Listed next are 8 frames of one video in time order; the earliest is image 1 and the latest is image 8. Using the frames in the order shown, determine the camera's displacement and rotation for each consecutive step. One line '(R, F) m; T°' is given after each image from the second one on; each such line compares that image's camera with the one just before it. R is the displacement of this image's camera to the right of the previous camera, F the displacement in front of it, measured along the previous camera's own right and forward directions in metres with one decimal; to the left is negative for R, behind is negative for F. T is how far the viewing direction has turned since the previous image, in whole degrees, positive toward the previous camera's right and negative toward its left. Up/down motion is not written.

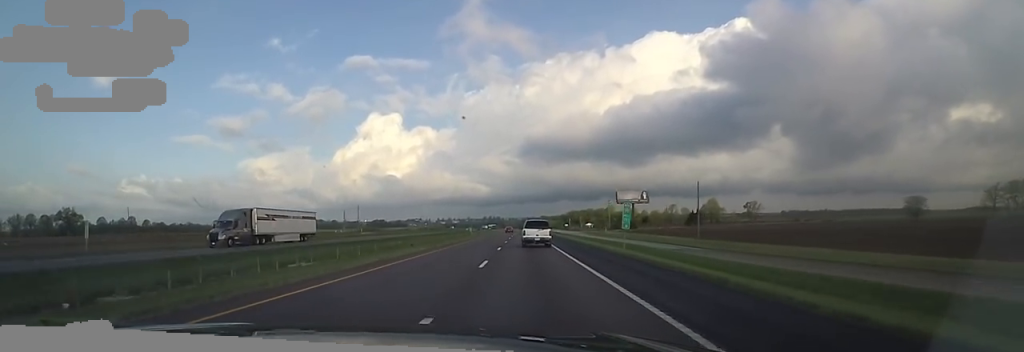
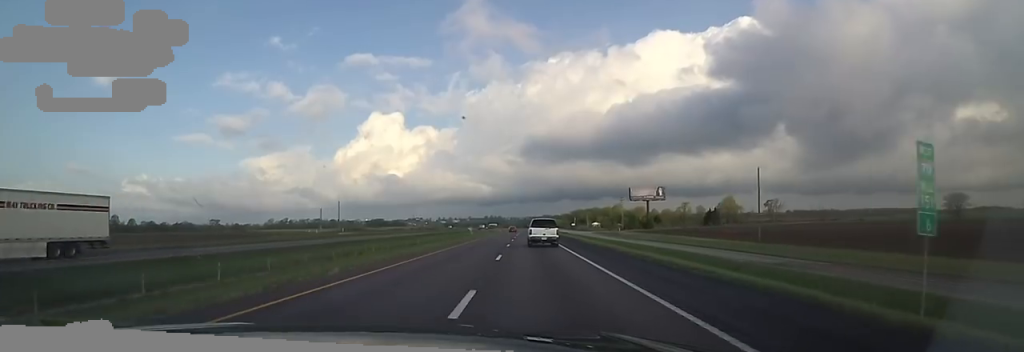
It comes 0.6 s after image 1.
(+0.2, +21.9) m; 0°
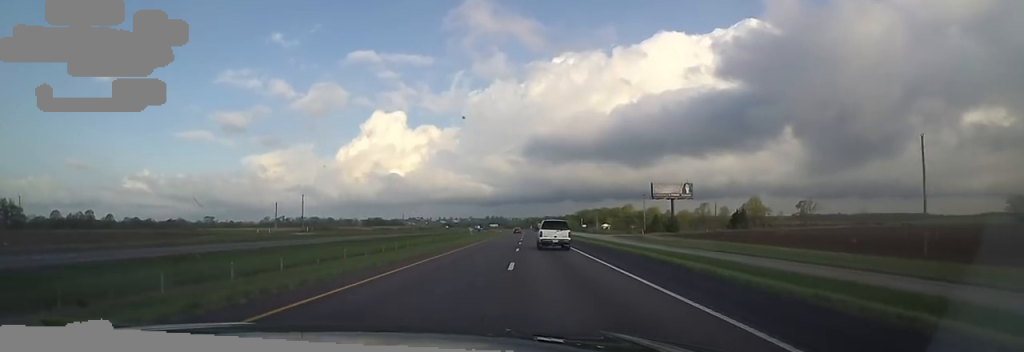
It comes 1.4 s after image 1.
(-0.1, +29.3) m; -2°
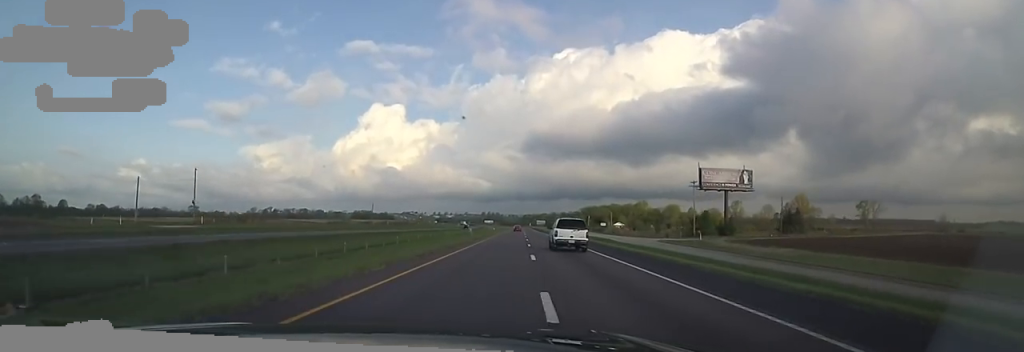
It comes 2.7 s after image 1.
(-1.5, +45.7) m; -1°
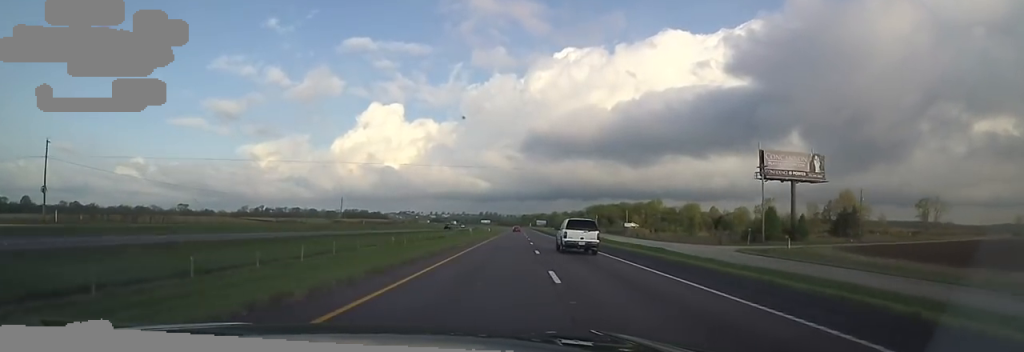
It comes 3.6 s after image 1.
(+1.3, +32.0) m; 0°
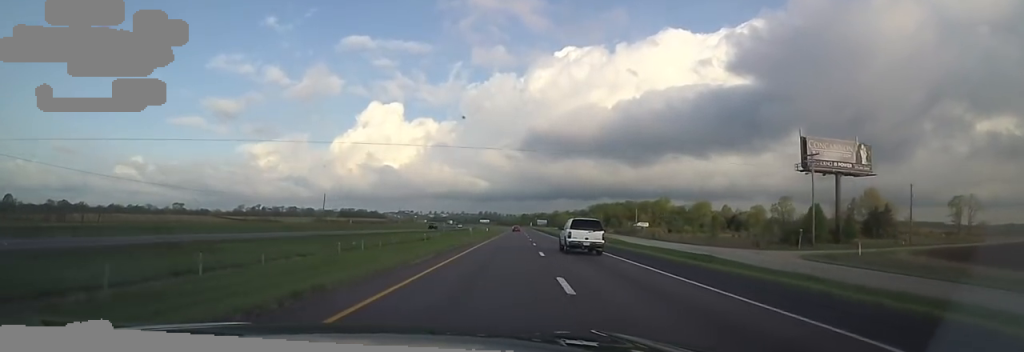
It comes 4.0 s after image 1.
(-0.4, +14.1) m; 0°
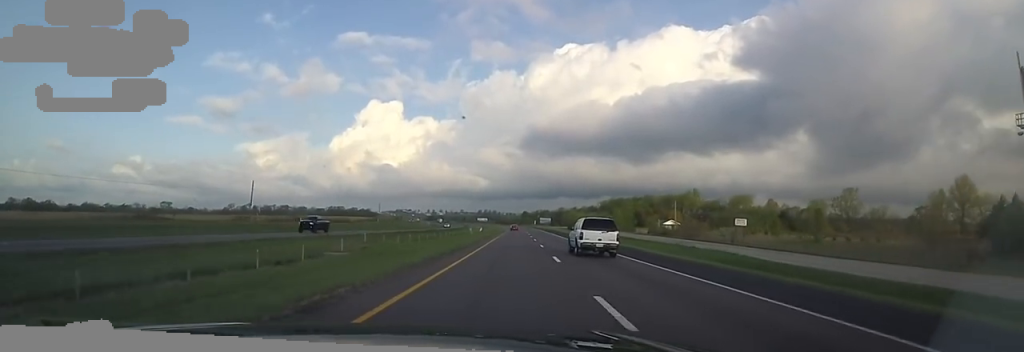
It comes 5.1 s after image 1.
(-0.1, +39.6) m; +2°
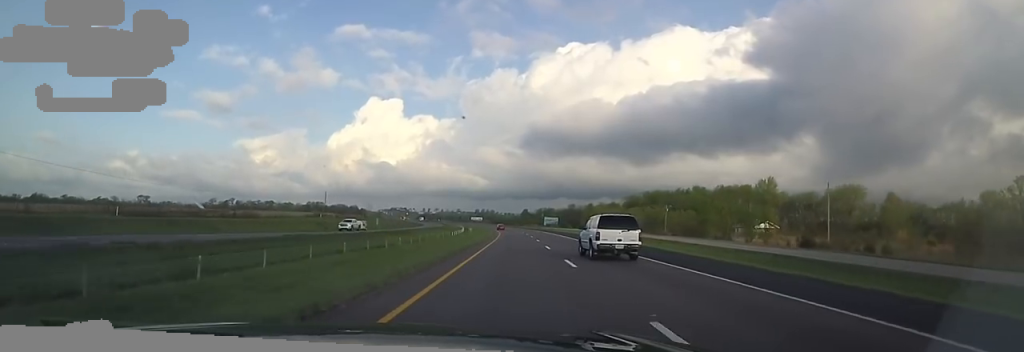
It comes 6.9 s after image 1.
(+0.3, +63.2) m; -2°
